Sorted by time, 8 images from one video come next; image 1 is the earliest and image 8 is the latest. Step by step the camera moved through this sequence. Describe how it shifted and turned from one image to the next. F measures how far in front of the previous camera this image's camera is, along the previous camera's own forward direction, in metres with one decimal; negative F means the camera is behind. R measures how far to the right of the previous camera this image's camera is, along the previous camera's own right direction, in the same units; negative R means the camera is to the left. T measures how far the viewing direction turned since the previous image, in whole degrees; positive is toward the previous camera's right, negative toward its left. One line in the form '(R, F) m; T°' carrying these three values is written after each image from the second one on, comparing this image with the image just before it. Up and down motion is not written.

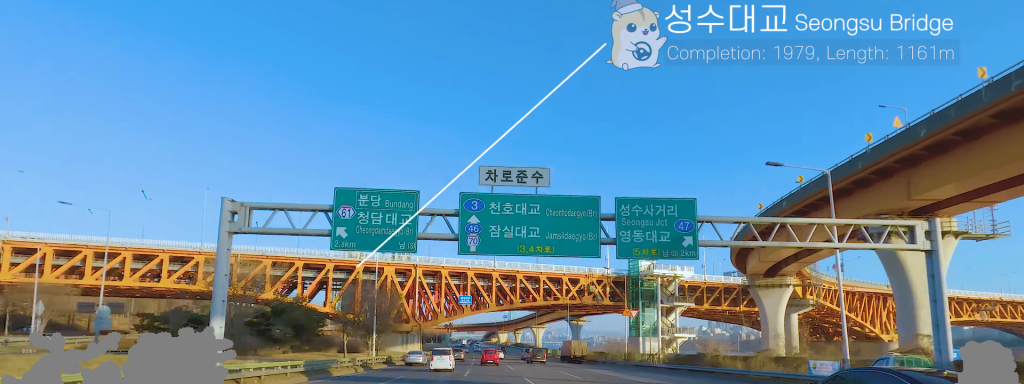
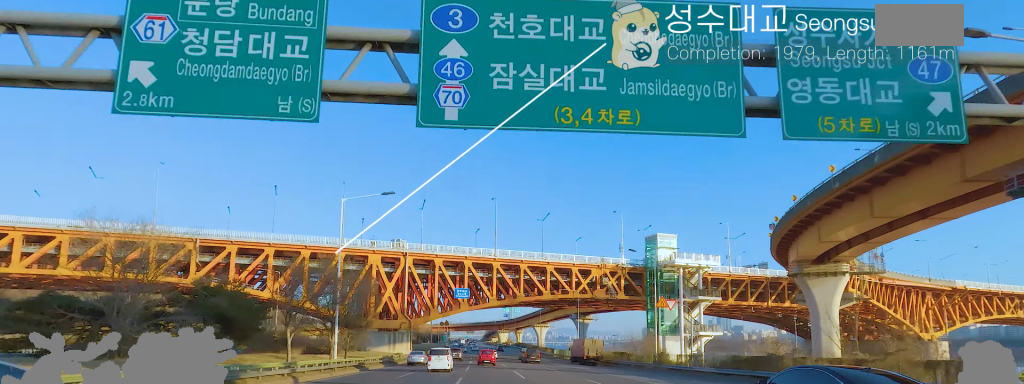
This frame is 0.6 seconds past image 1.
(+0.1, +12.1) m; -1°
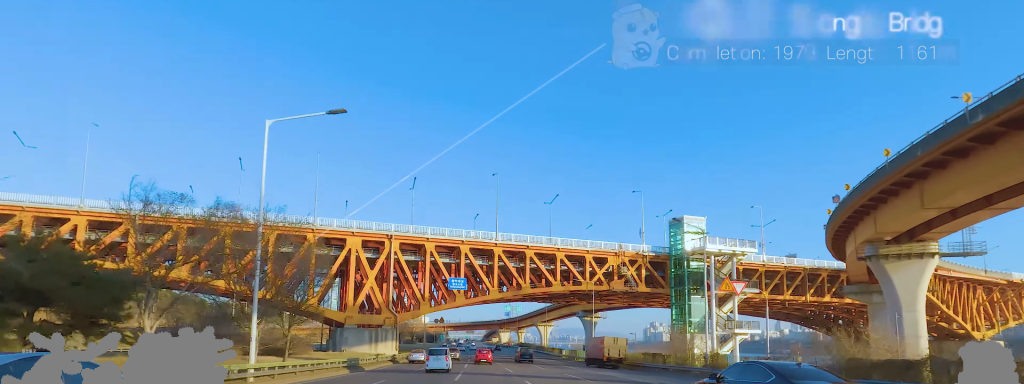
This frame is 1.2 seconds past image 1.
(+0.3, +12.8) m; -3°
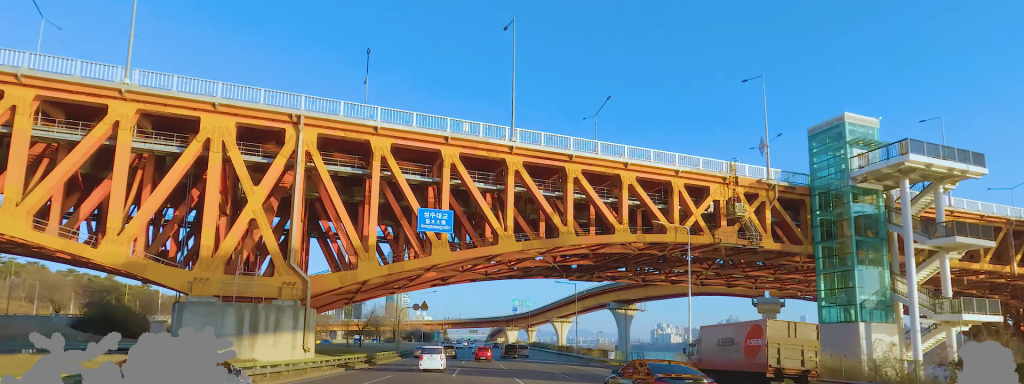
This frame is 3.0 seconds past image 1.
(-1.3, +36.5) m; +1°
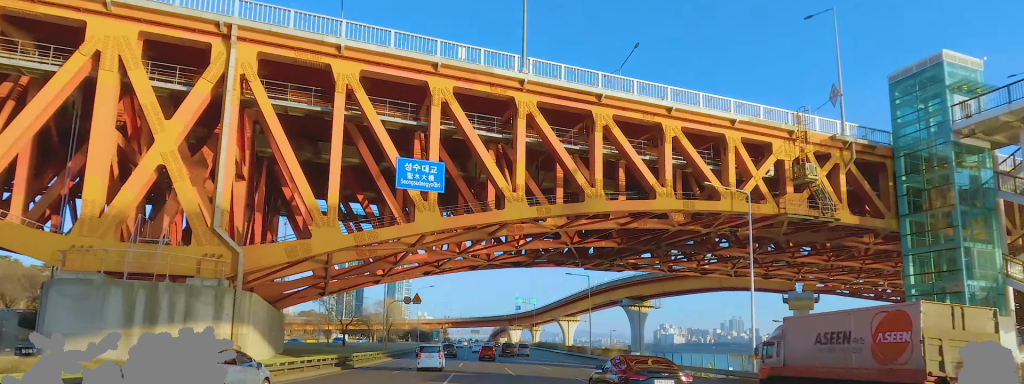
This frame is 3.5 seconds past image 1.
(+0.2, +9.8) m; +1°
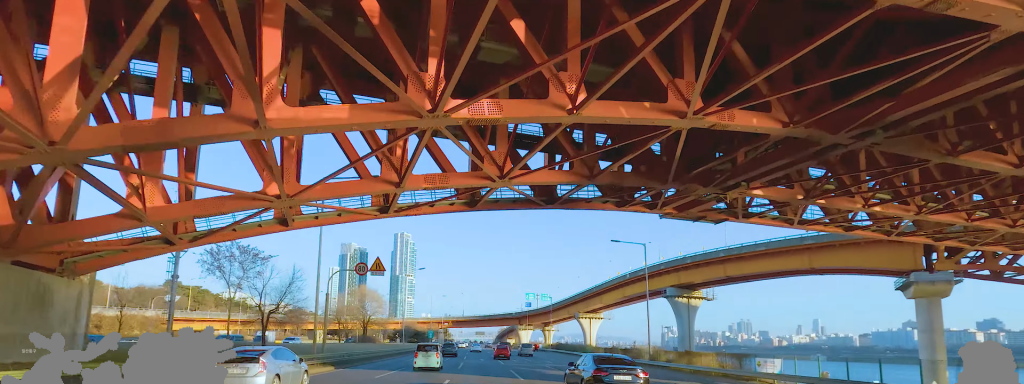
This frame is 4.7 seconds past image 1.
(0.0, +25.4) m; -1°
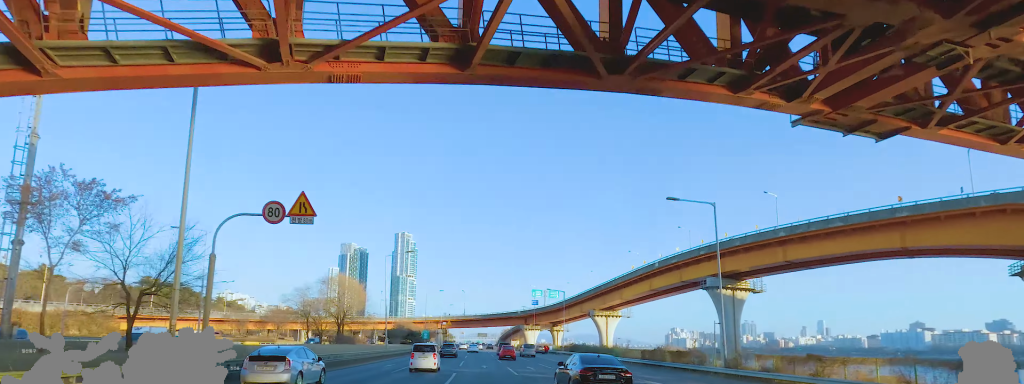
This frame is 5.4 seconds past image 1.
(+0.1, +15.5) m; -2°
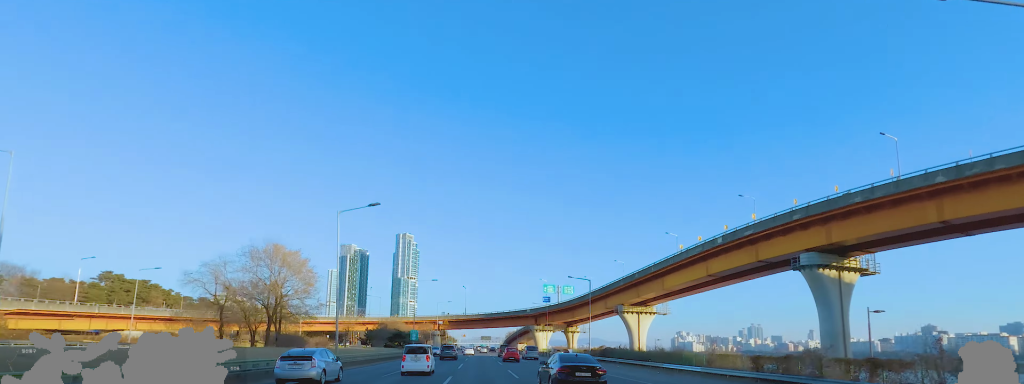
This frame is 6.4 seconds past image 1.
(-0.7, +21.6) m; 0°
